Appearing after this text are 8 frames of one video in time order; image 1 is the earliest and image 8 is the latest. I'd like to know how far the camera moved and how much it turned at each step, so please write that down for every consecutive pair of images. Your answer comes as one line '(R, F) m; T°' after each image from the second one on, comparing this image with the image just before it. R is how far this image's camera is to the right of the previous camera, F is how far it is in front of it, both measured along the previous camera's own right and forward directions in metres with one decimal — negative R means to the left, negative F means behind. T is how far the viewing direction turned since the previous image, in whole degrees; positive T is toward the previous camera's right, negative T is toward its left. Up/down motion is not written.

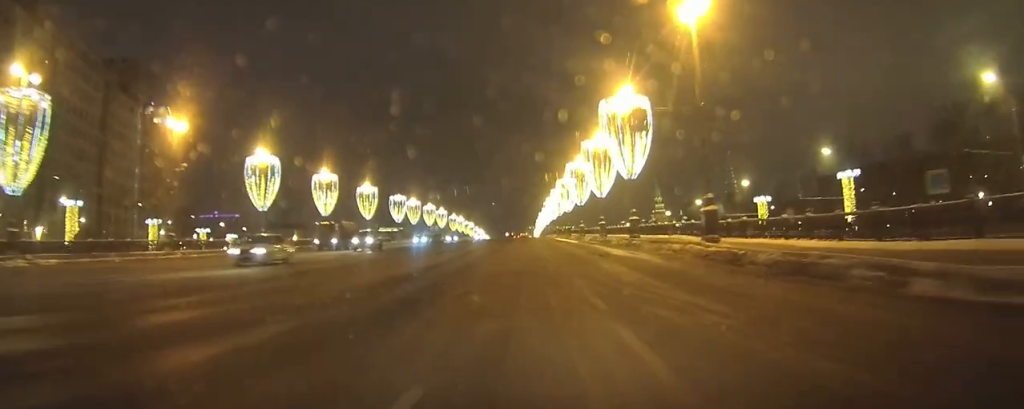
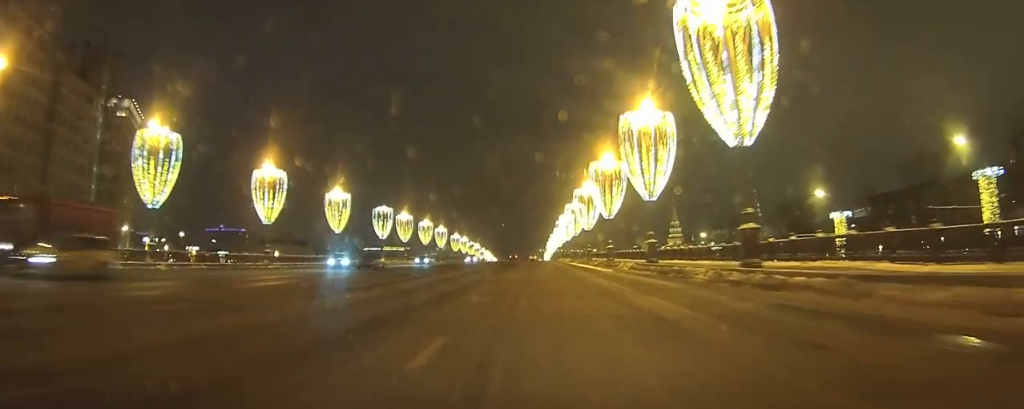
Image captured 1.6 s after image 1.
(-0.3, +21.7) m; -1°
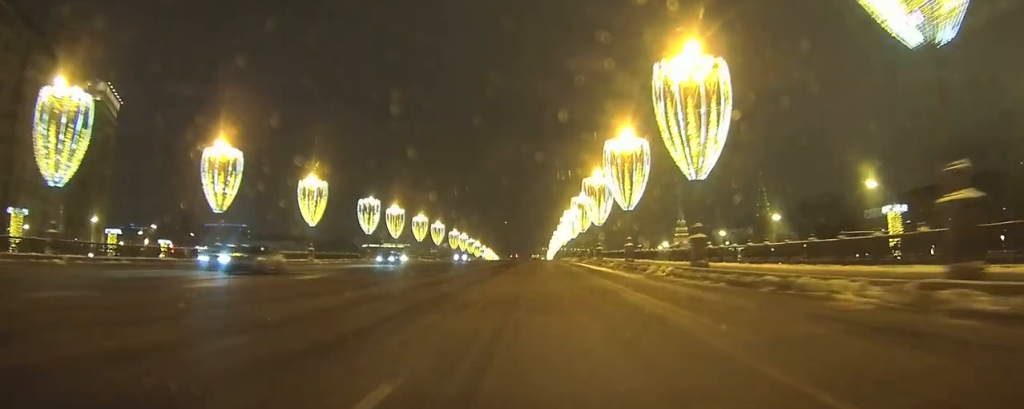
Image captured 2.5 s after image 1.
(0.0, +11.2) m; 0°
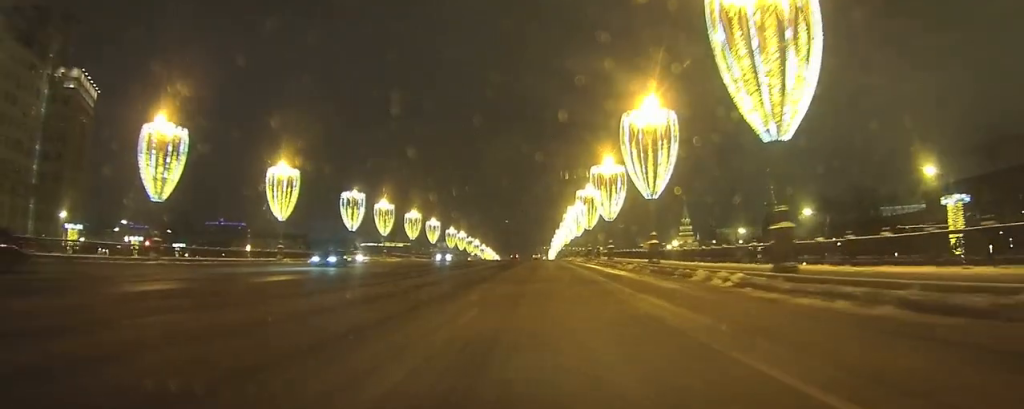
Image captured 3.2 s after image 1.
(0.0, +10.1) m; 0°
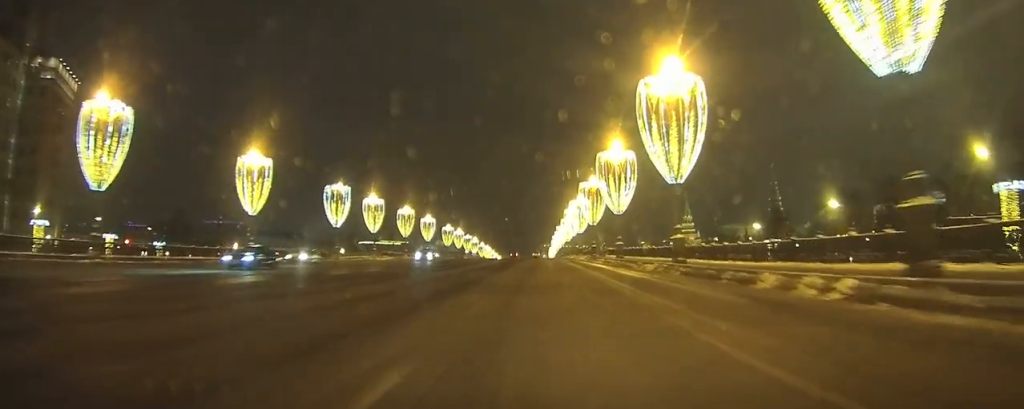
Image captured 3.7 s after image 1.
(0.0, +7.6) m; 0°
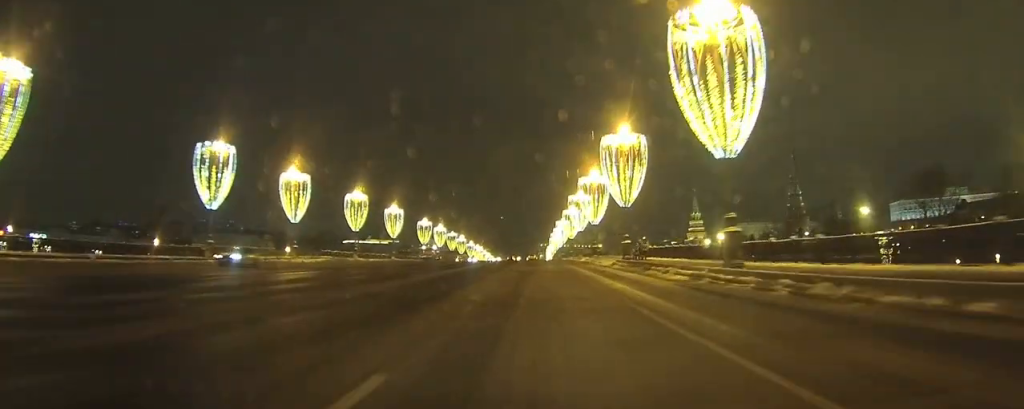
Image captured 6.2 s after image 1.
(+0.3, +36.7) m; +1°
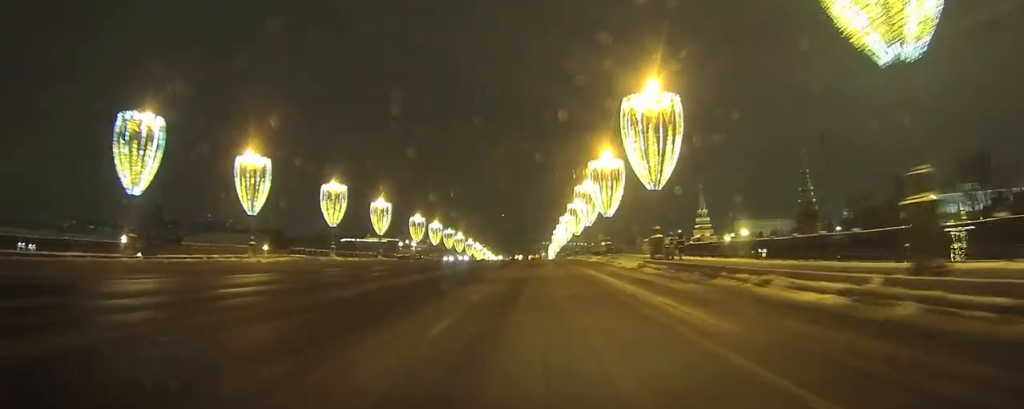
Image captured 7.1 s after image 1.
(0.0, +11.1) m; 0°
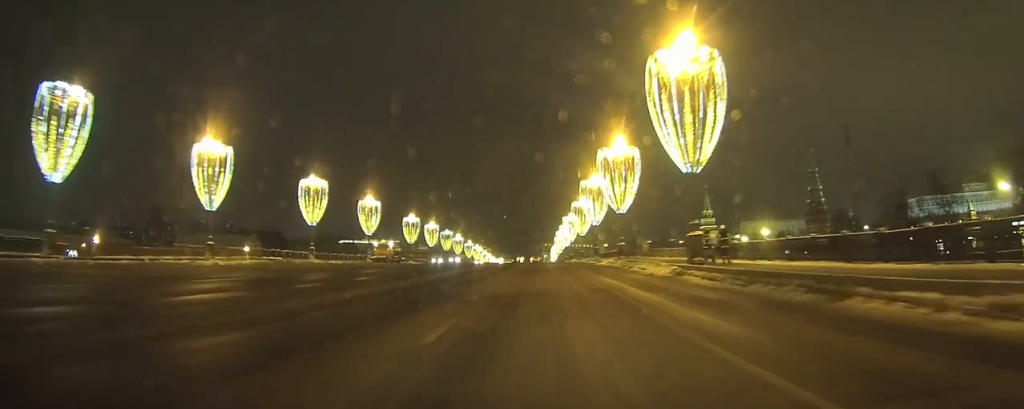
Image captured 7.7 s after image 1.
(0.0, +7.5) m; 0°
